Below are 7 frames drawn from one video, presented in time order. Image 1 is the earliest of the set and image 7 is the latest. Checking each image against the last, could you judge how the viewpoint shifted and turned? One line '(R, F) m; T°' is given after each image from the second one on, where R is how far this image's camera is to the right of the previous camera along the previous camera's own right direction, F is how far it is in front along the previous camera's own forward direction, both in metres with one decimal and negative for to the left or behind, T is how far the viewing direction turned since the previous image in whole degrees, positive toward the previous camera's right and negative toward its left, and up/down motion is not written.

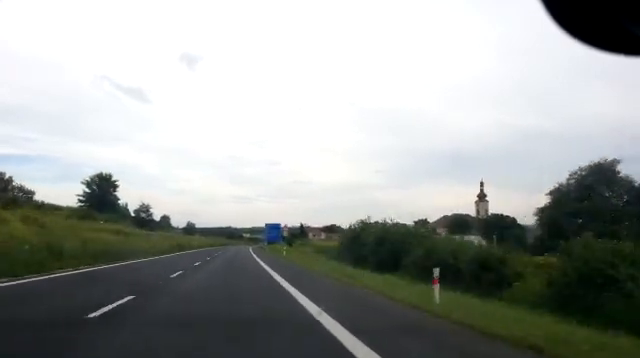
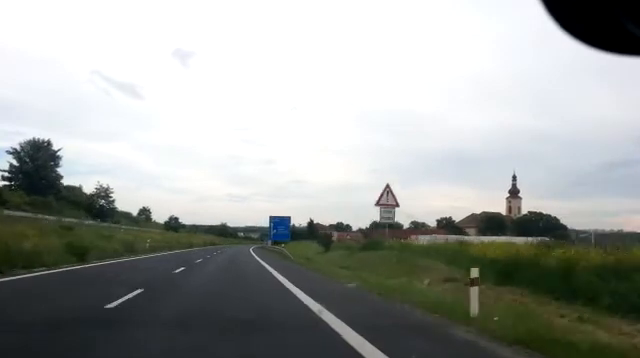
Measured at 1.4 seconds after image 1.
(-1.6, +34.9) m; 0°
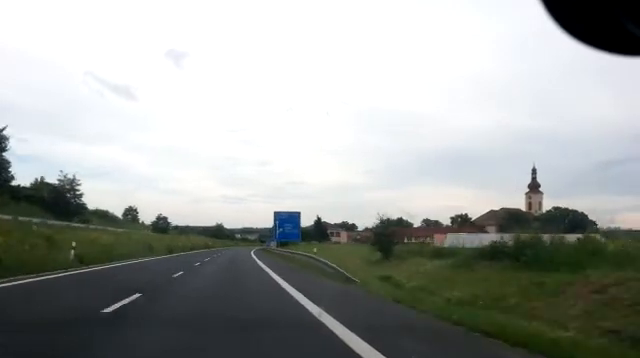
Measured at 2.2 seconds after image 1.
(+0.3, +17.8) m; +2°
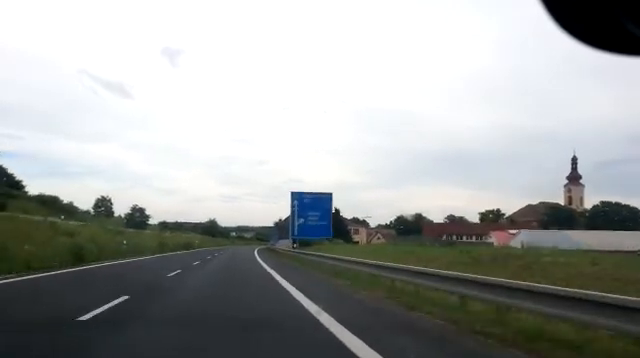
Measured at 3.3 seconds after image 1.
(+0.6, +27.9) m; +2°
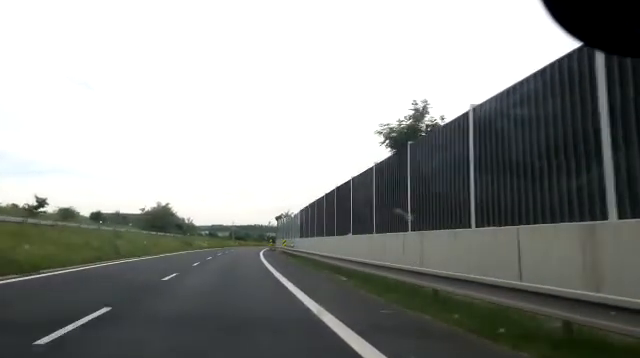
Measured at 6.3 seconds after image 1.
(+1.7, +74.4) m; +3°
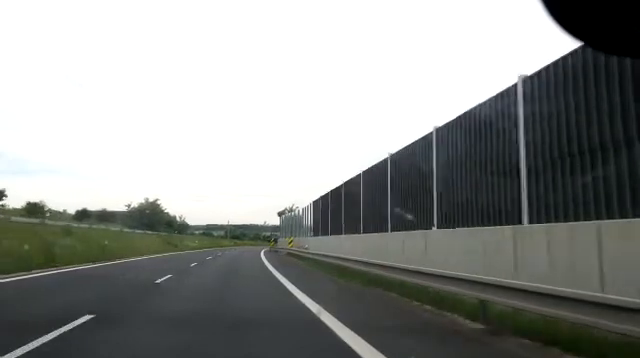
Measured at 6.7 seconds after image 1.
(+0.3, +10.0) m; +1°
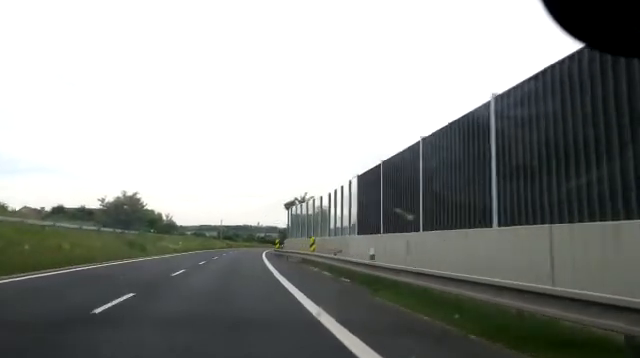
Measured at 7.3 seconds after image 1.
(+0.1, +15.0) m; +1°
